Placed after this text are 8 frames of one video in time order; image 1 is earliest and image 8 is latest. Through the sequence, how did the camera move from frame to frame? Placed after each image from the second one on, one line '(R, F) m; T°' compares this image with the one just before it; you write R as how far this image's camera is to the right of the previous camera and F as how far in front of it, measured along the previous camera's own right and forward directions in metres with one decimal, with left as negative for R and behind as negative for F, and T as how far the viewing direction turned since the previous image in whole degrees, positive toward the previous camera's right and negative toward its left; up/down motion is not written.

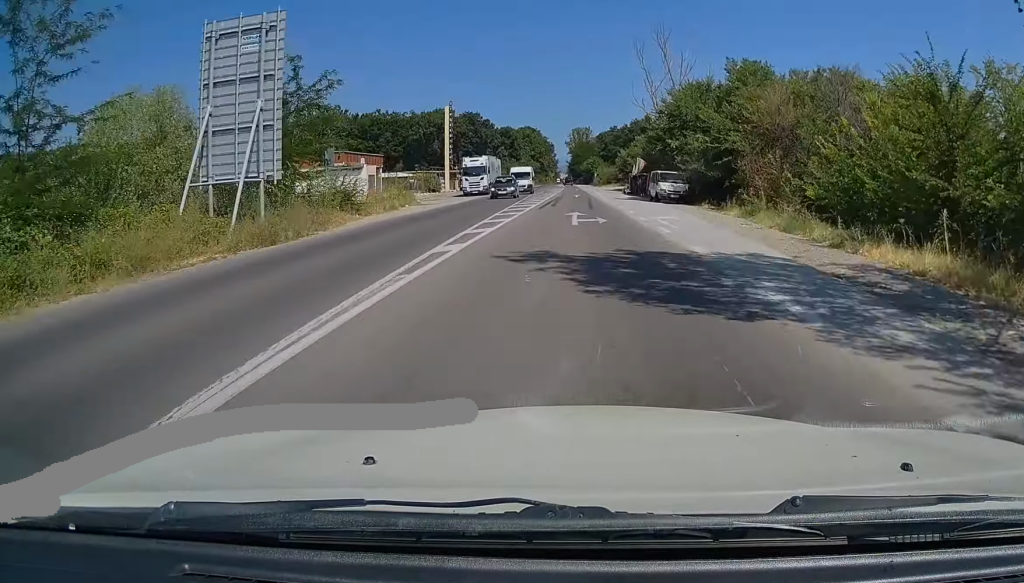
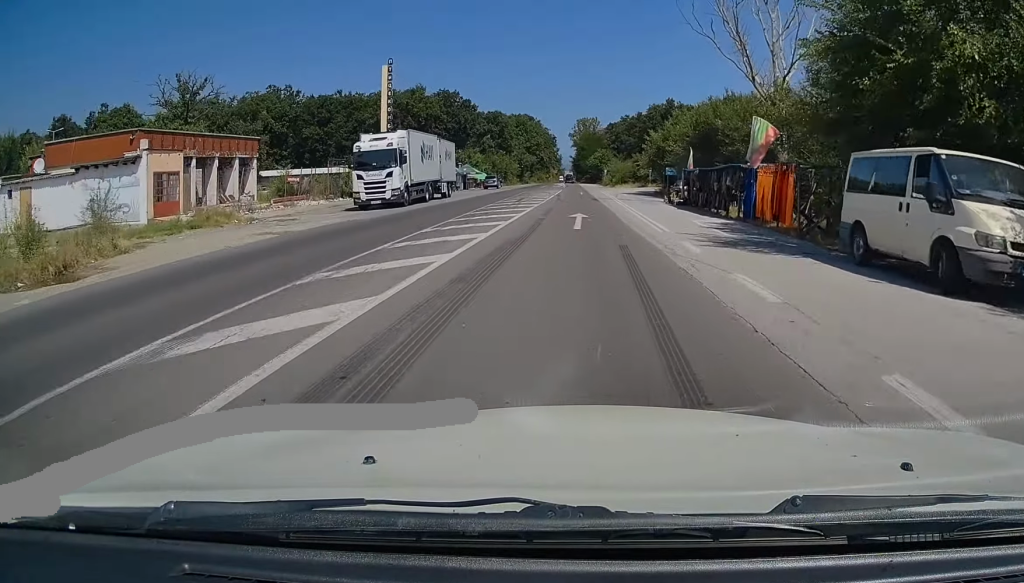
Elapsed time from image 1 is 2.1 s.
(+0.3, +34.3) m; 0°
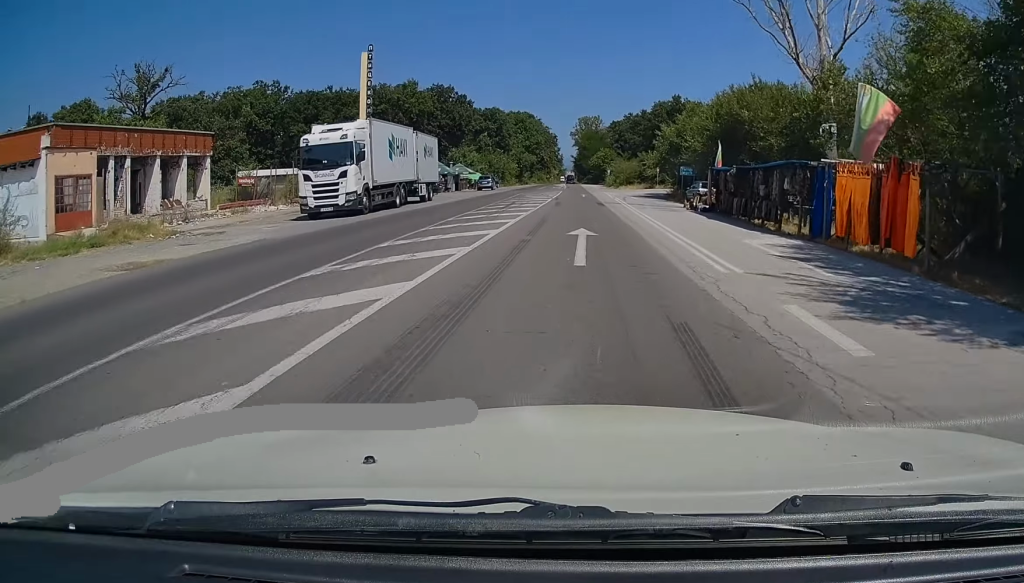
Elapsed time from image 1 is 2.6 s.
(0.0, +7.0) m; 0°
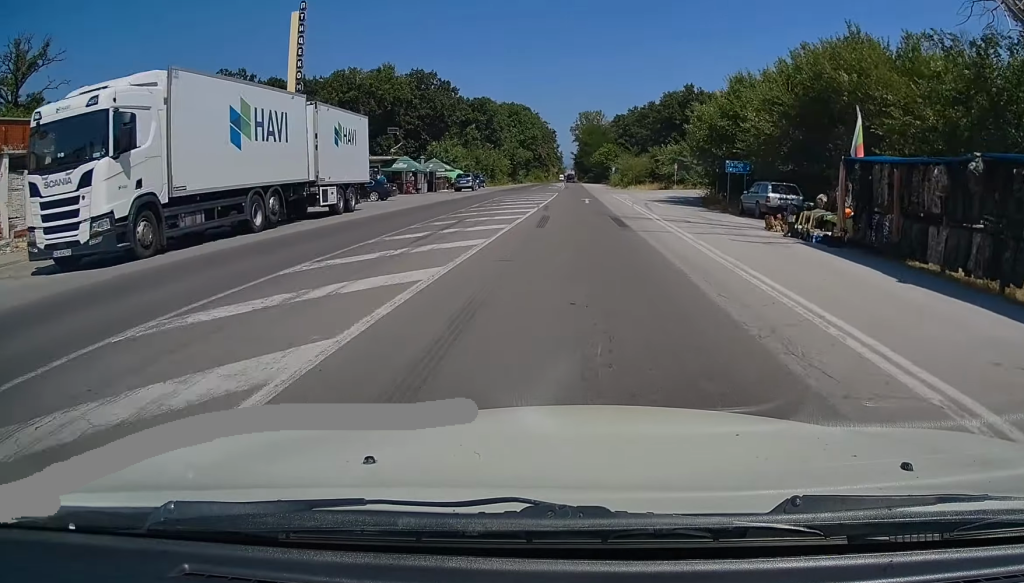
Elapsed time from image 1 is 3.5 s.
(-0.1, +15.2) m; 0°
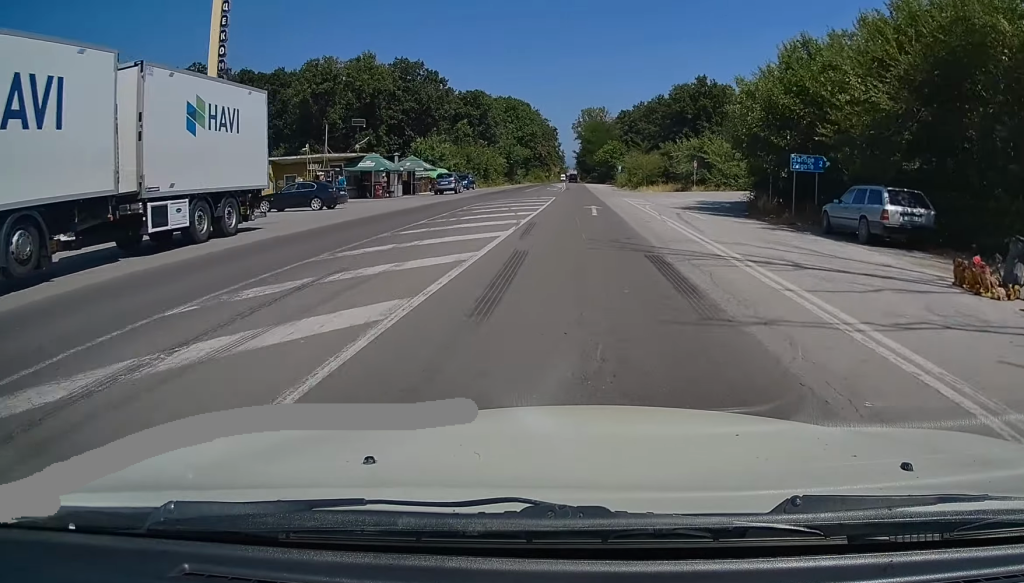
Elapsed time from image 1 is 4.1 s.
(0.0, +10.4) m; 0°
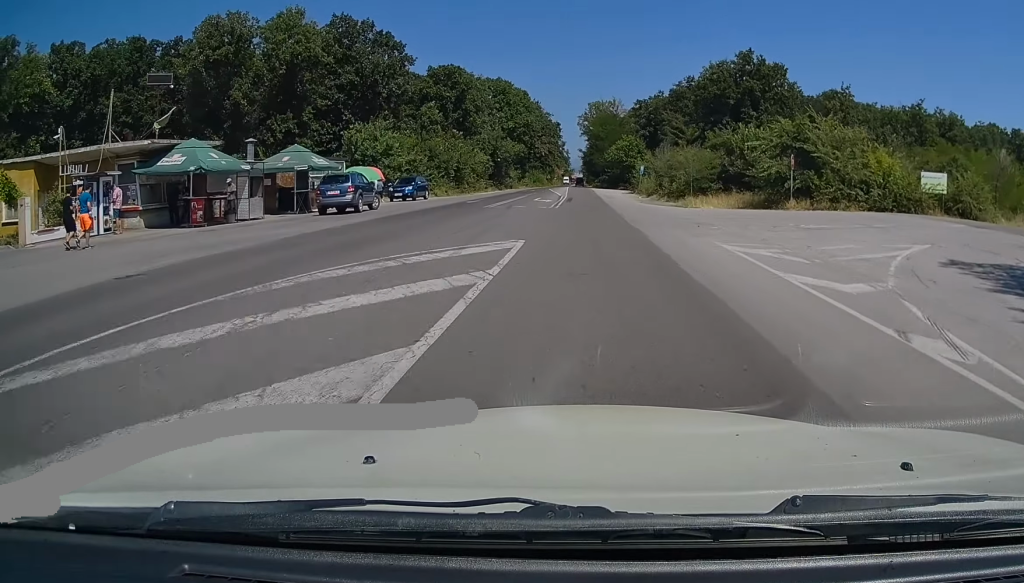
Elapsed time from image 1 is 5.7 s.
(+0.2, +26.3) m; -1°
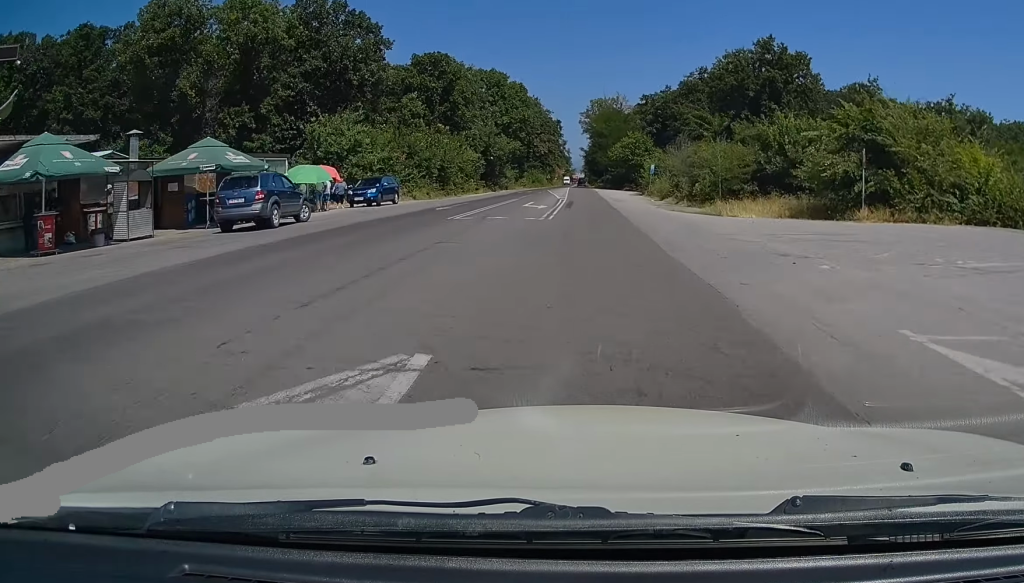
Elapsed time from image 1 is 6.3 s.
(-0.2, +8.8) m; 0°
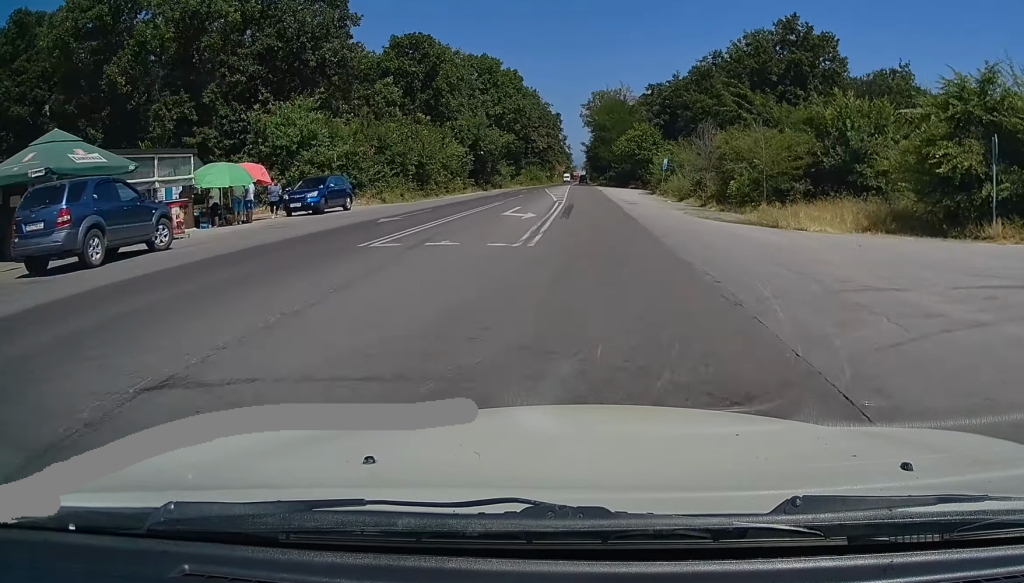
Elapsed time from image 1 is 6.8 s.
(-0.2, +8.8) m; 0°
